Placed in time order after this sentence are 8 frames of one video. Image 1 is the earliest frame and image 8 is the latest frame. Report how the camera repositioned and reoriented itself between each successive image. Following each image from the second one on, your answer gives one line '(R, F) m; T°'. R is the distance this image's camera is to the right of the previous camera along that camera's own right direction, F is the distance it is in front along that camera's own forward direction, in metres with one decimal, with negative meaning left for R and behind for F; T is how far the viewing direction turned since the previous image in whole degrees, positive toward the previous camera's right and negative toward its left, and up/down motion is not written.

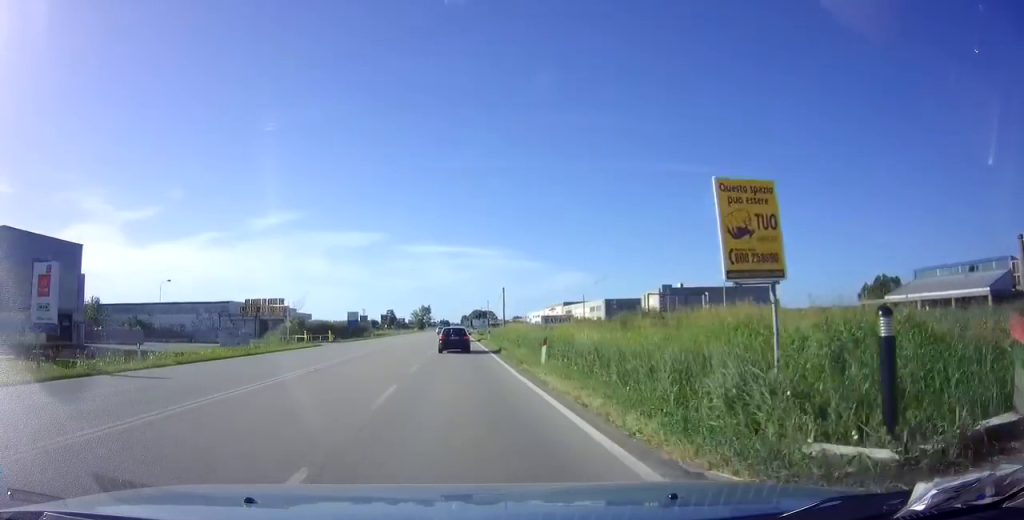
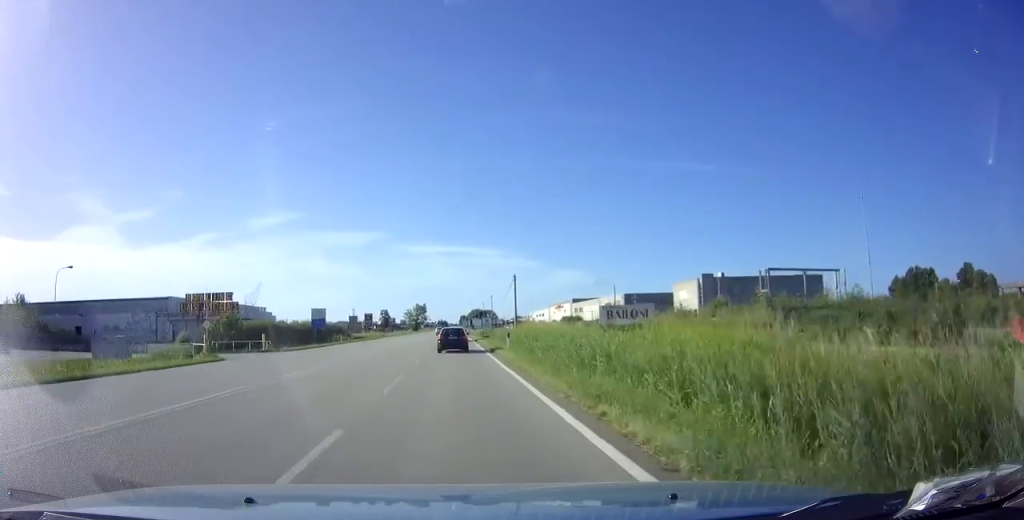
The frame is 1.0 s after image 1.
(+0.1, +19.8) m; 0°
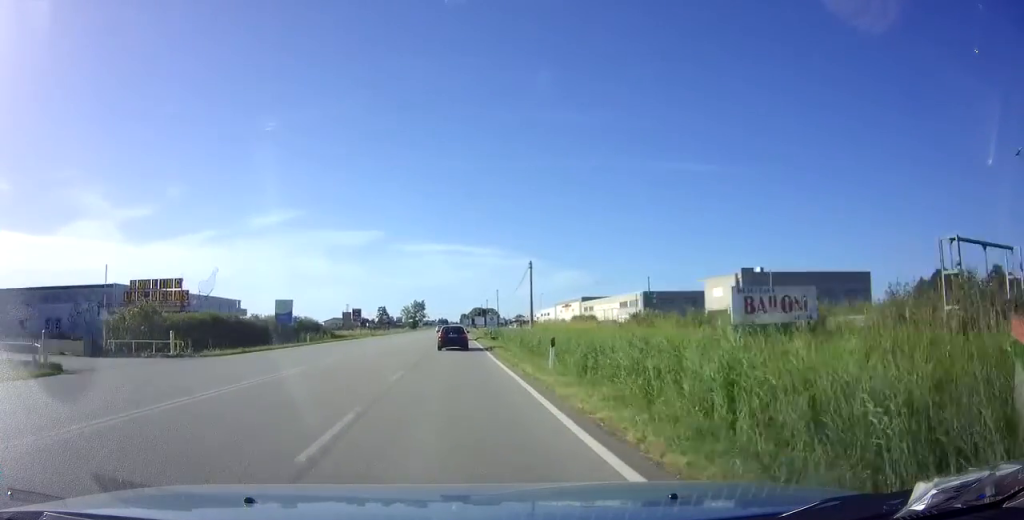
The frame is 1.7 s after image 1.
(+0.1, +13.3) m; 0°
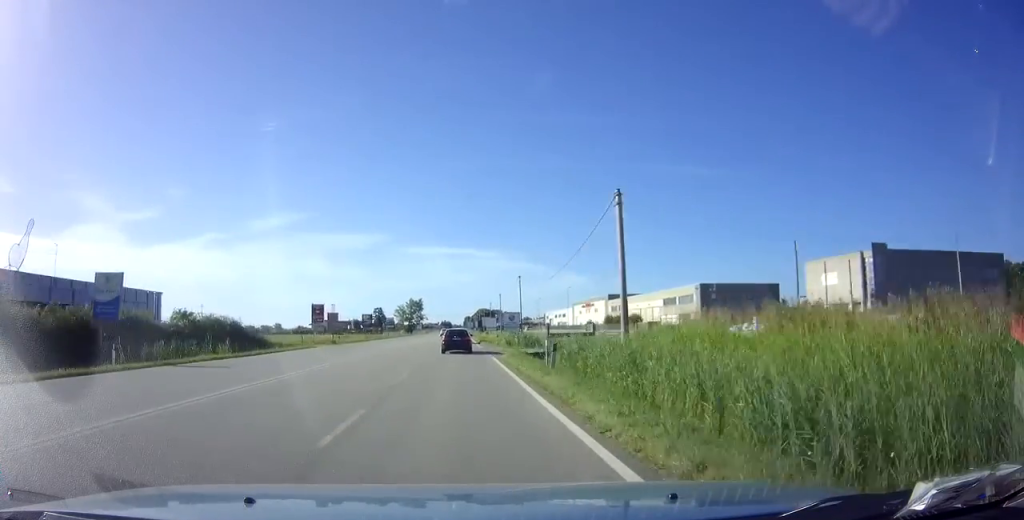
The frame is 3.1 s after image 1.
(-0.2, +28.1) m; 0°
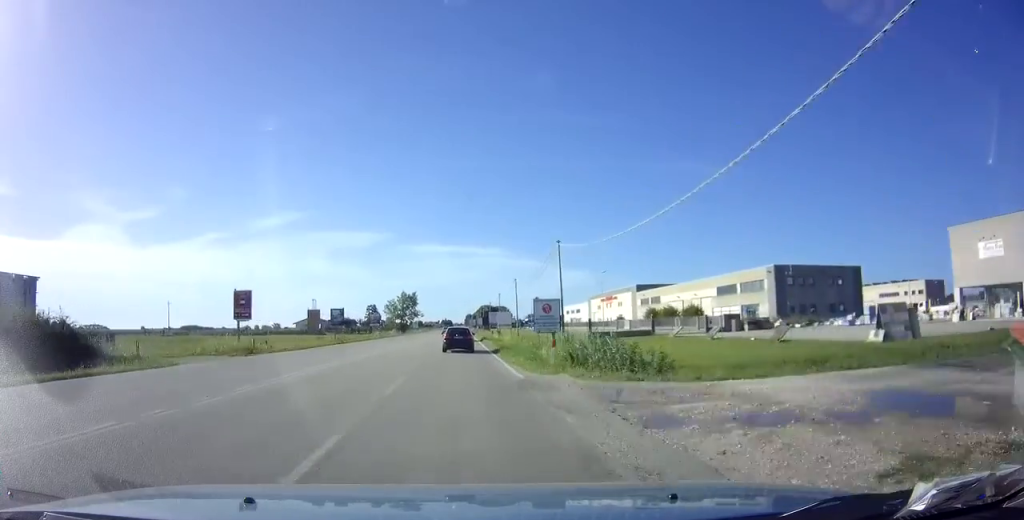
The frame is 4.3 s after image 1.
(0.0, +24.5) m; 0°
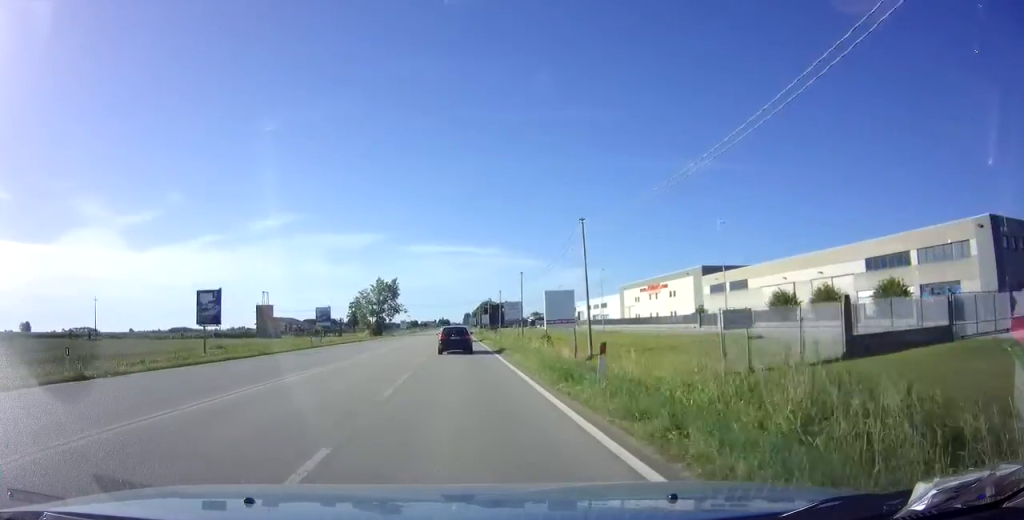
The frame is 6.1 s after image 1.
(0.0, +37.2) m; 0°
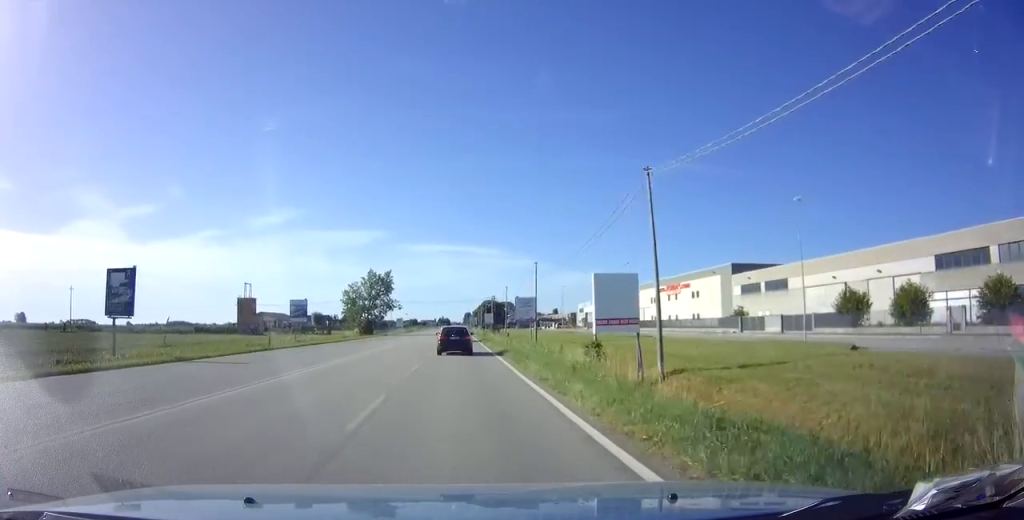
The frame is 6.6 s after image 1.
(-0.1, +11.0) m; 0°
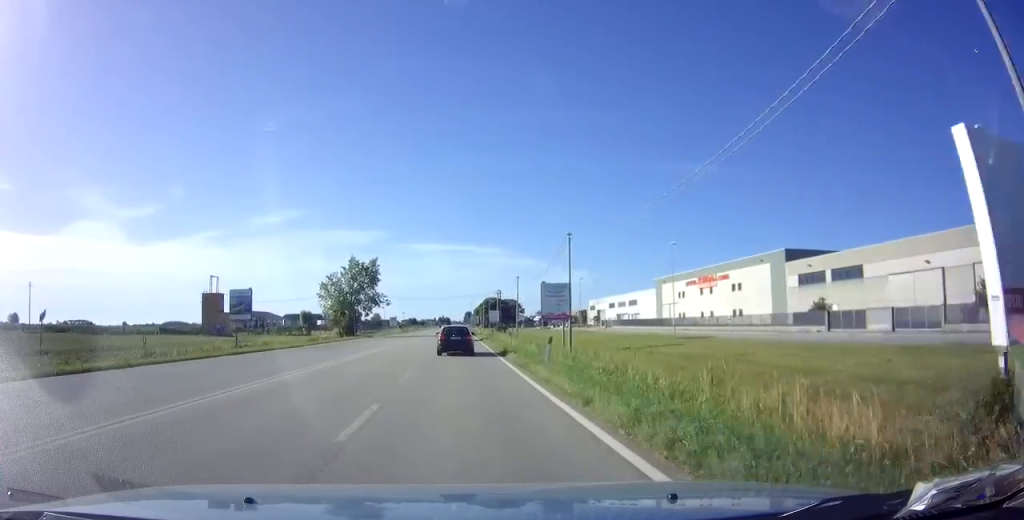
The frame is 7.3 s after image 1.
(+0.1, +15.2) m; 0°
